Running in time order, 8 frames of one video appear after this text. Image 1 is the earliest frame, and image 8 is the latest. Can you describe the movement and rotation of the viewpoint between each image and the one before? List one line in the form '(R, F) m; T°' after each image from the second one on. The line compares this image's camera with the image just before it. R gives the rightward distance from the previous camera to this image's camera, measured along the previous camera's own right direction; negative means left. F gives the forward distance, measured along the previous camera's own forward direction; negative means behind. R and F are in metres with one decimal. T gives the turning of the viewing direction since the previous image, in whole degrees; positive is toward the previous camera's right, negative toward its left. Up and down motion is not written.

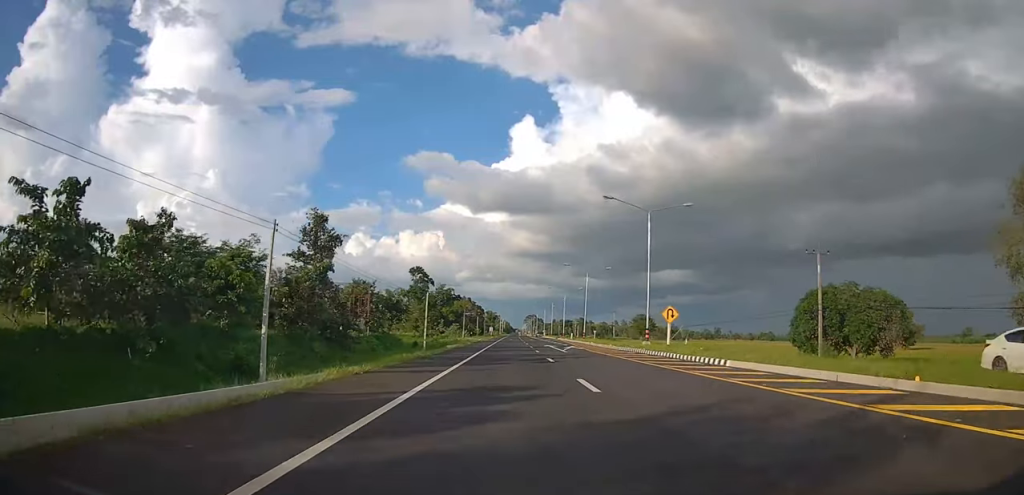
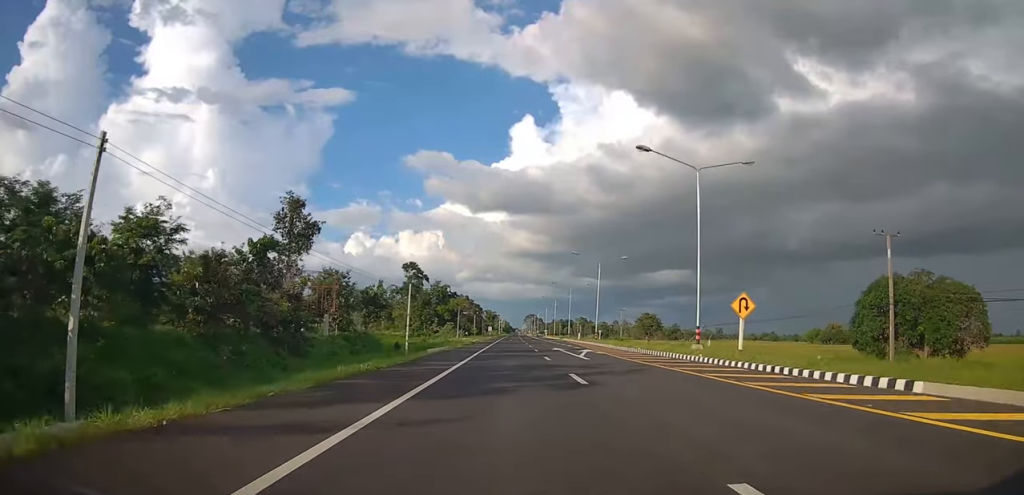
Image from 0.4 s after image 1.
(+0.2, +10.1) m; +1°
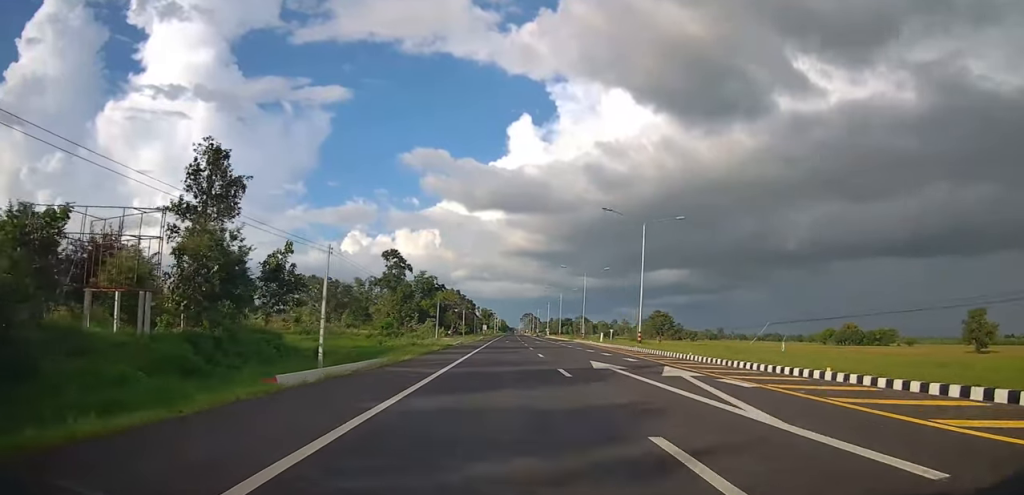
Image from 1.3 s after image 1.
(+0.3, +21.9) m; +2°
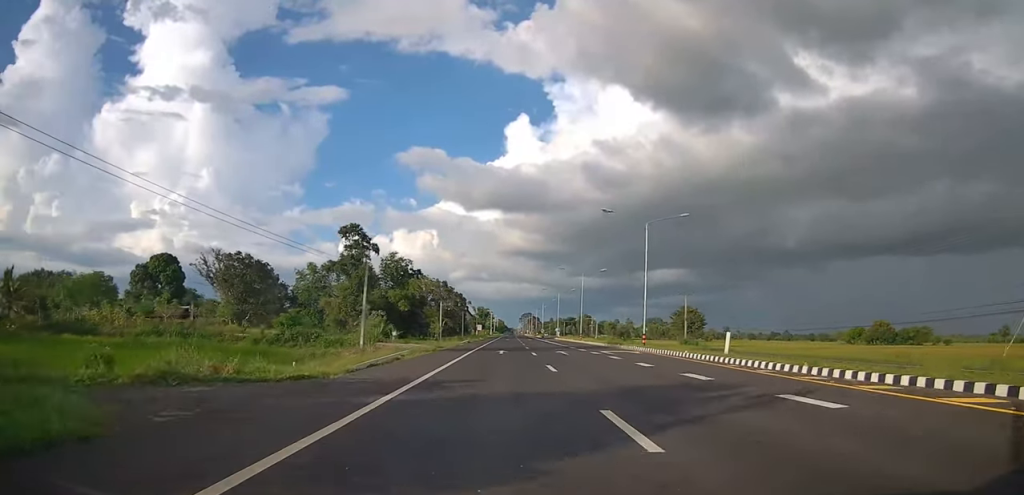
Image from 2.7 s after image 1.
(+0.8, +34.1) m; +1°
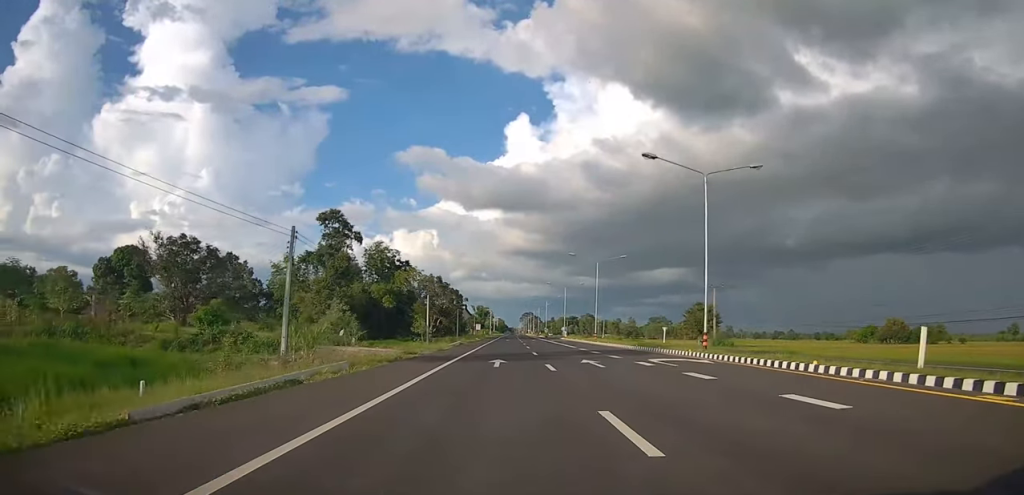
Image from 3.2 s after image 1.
(-0.3, +12.8) m; -1°
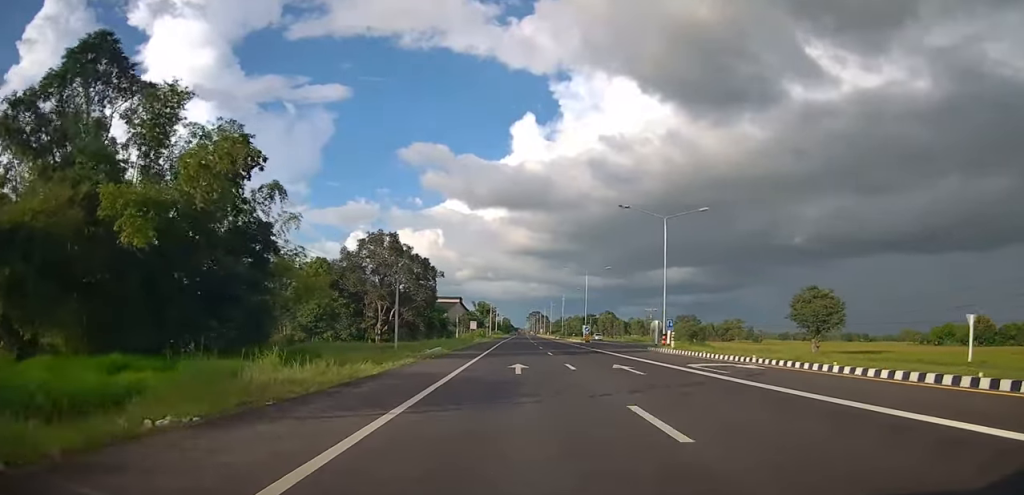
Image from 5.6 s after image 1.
(-1.2, +60.2) m; -1°
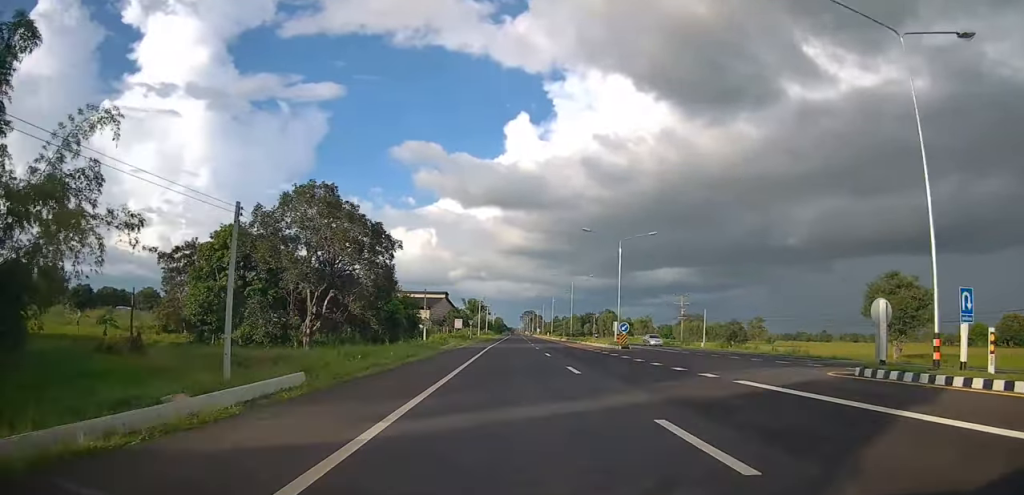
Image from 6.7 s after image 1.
(0.0, +25.5) m; +2°
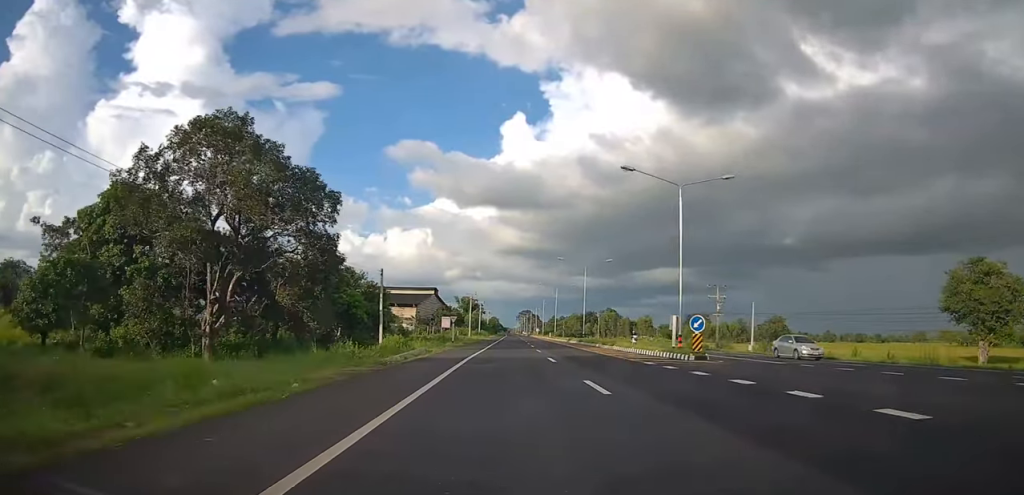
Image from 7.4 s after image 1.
(+0.5, +17.9) m; 0°
